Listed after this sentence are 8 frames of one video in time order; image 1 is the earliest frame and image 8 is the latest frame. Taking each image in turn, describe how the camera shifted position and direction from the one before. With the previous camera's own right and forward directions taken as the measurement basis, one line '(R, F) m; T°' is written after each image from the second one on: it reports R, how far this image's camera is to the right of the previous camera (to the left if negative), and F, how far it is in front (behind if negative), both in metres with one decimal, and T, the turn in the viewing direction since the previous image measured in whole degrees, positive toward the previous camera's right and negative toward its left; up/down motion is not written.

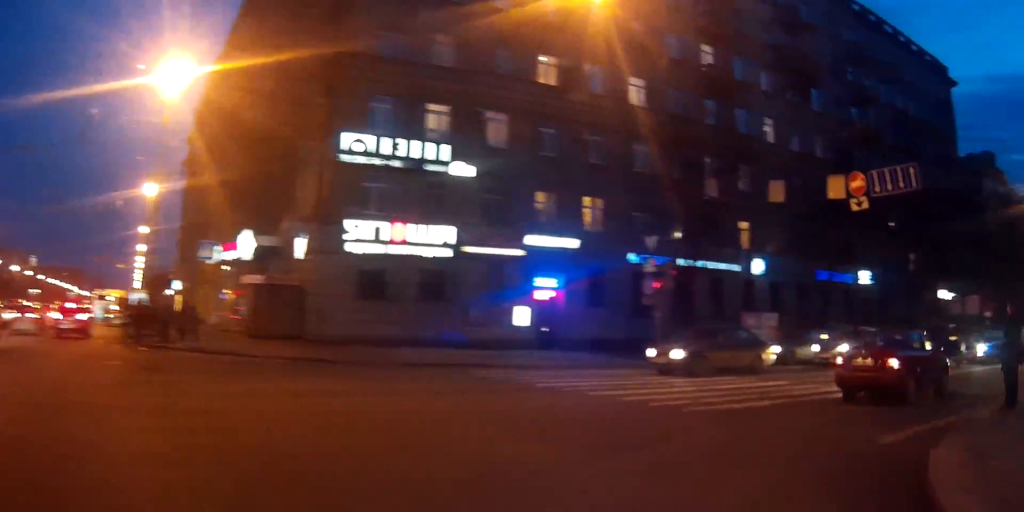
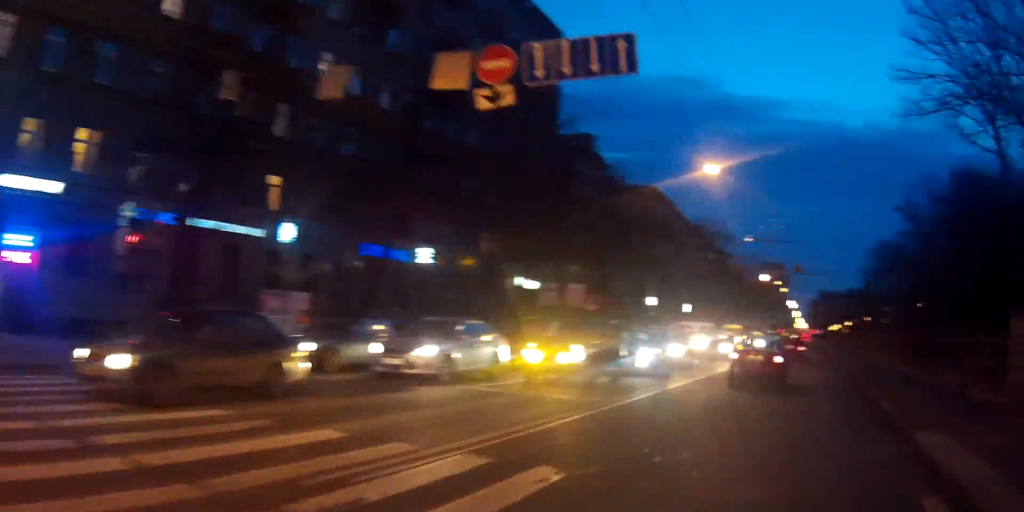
(+1.2, +10.2) m; +14°
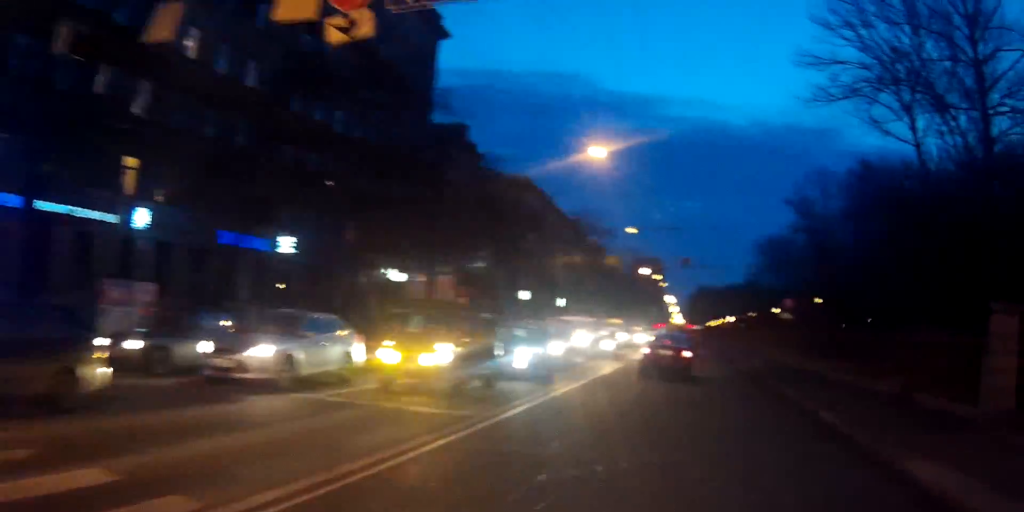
(-0.2, +2.8) m; +9°
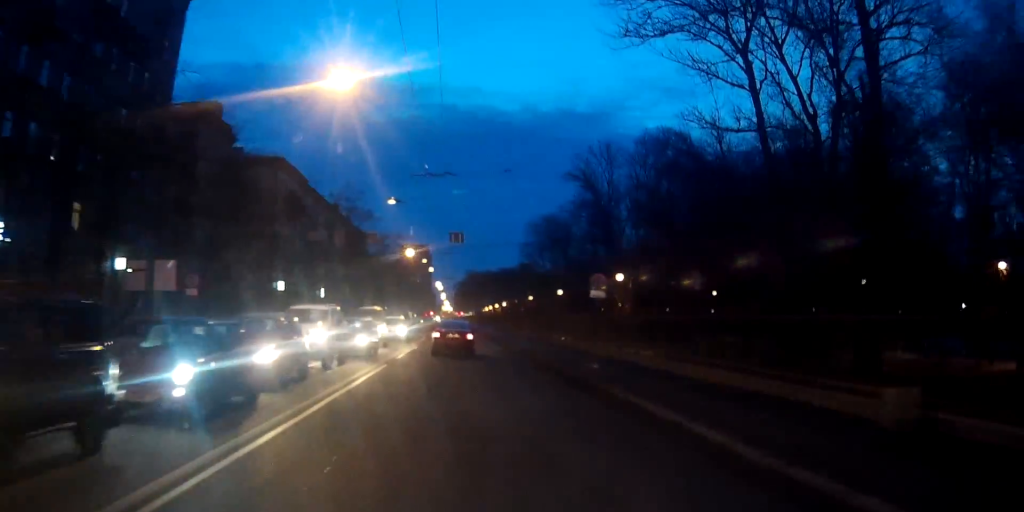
(+2.3, +8.3) m; +21°
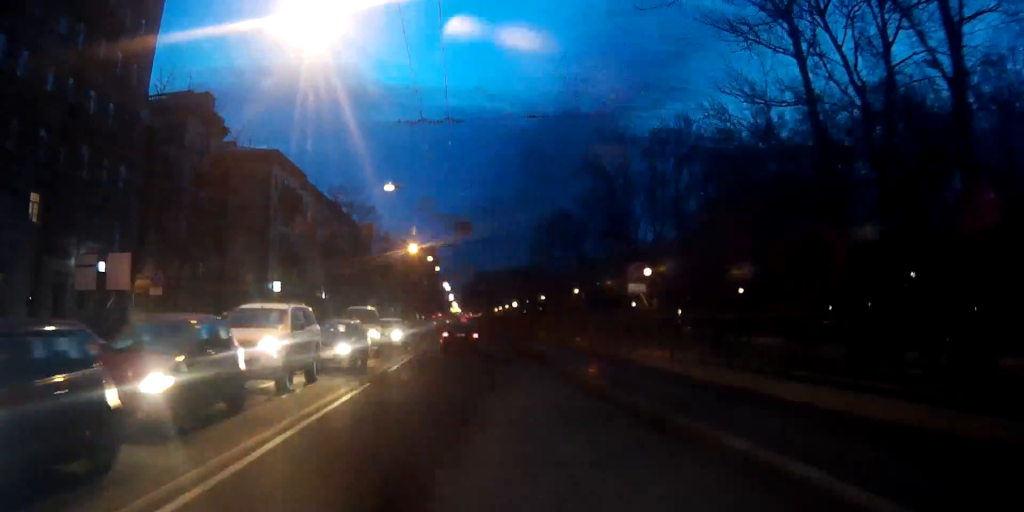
(+0.1, +6.2) m; 0°
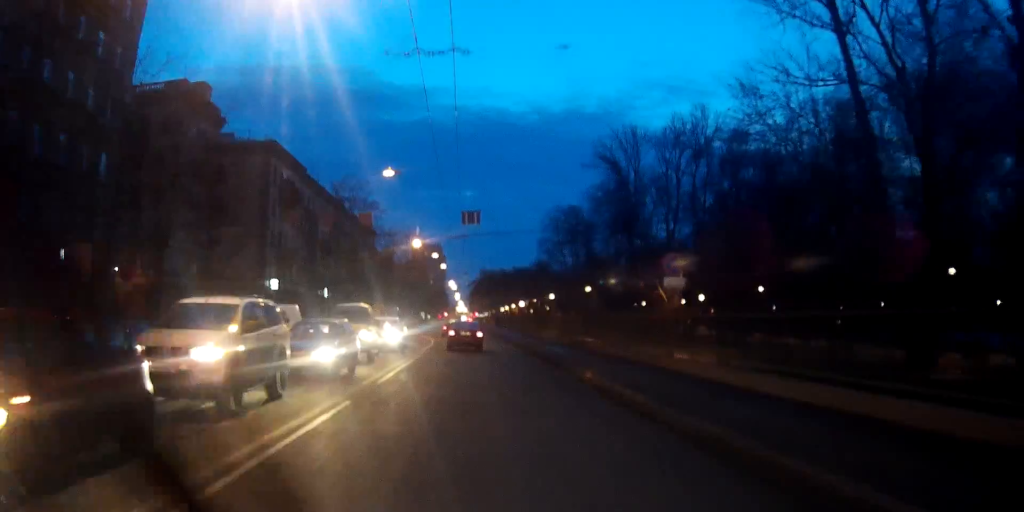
(0.0, +4.0) m; 0°
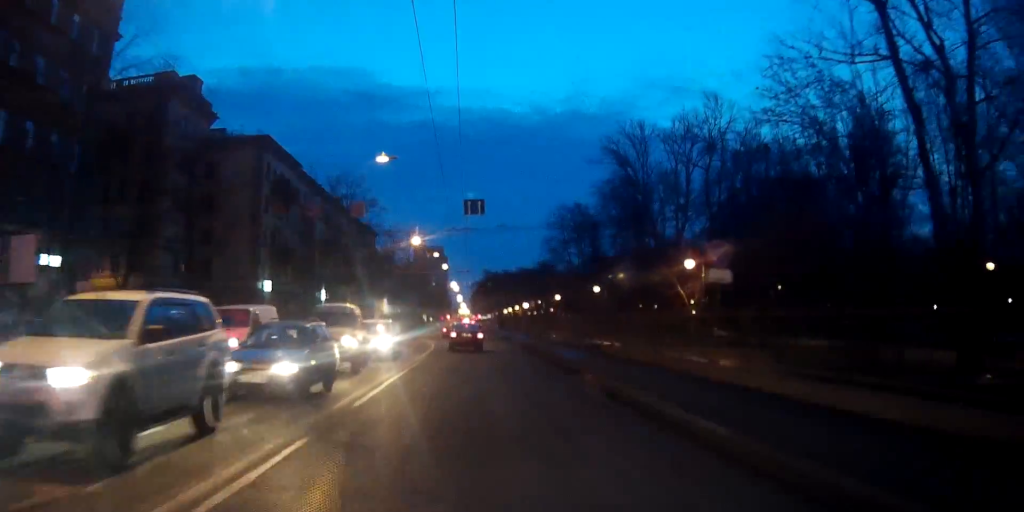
(0.0, +4.1) m; 0°
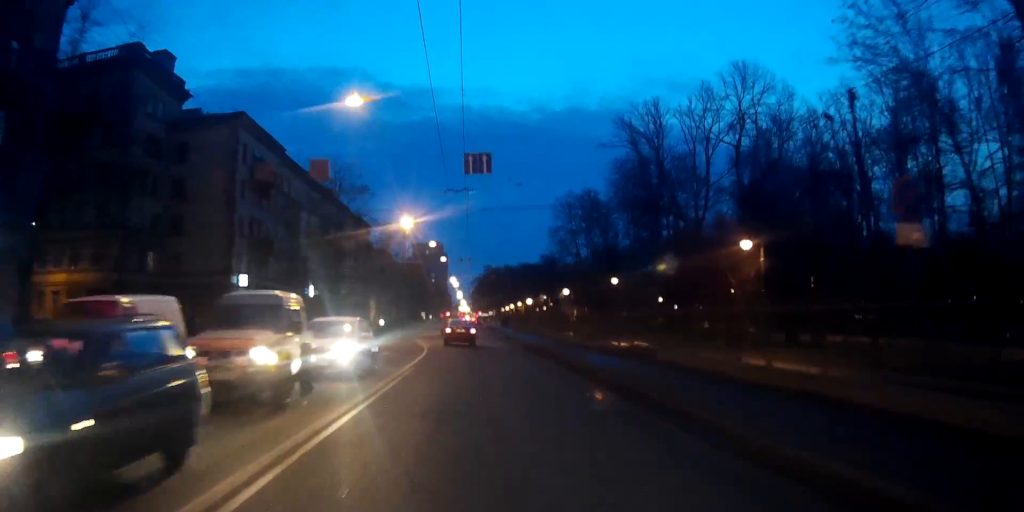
(-0.1, +9.0) m; 0°
